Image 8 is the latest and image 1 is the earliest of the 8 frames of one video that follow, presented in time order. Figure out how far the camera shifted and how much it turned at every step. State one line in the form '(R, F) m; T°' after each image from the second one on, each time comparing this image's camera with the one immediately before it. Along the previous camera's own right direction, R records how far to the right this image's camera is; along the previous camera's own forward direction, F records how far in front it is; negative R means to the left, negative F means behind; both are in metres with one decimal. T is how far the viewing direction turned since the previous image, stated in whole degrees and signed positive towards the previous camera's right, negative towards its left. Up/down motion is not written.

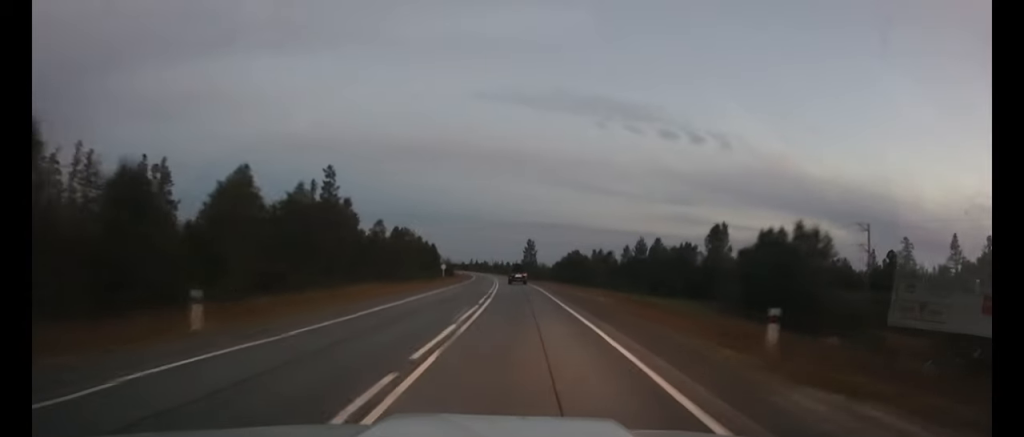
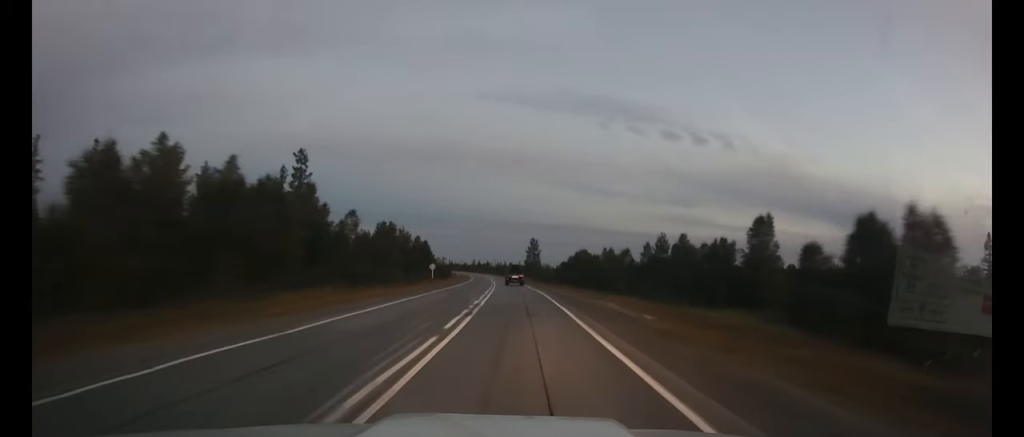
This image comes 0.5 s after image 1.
(0.0, +11.0) m; 0°
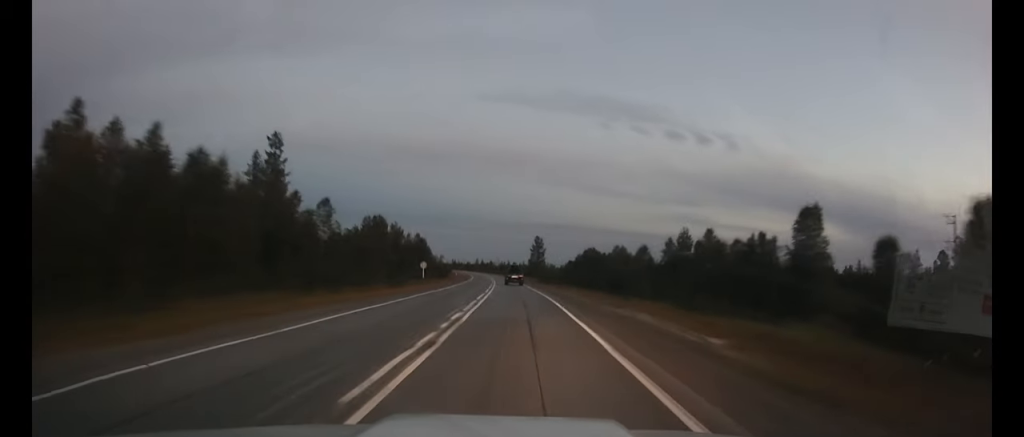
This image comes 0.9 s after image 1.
(0.0, +8.2) m; 0°
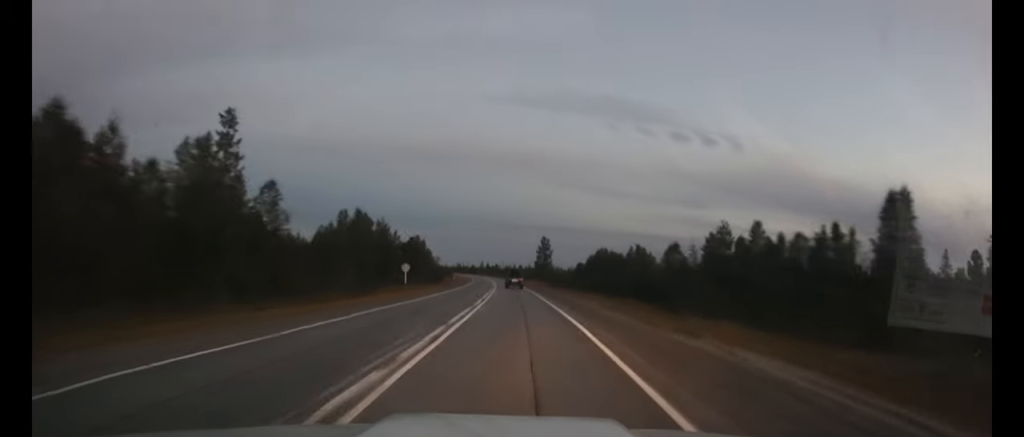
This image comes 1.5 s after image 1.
(0.0, +10.9) m; 0°
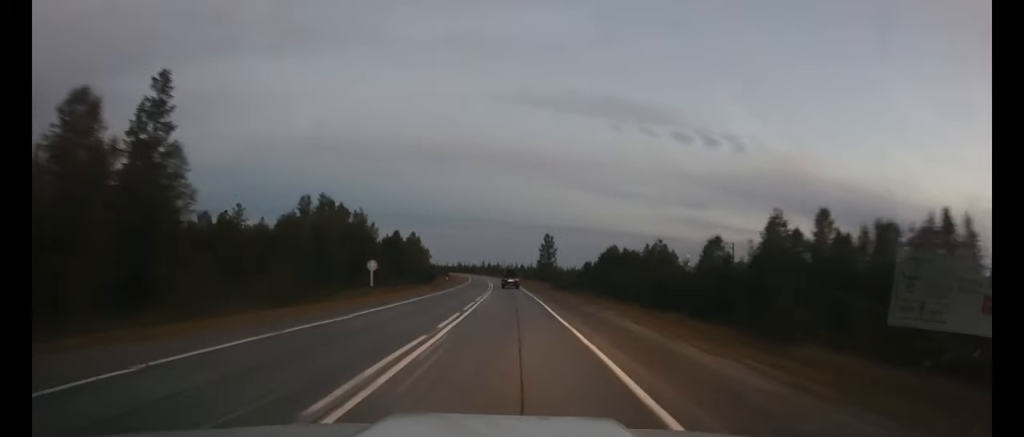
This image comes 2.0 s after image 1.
(0.0, +10.9) m; 0°
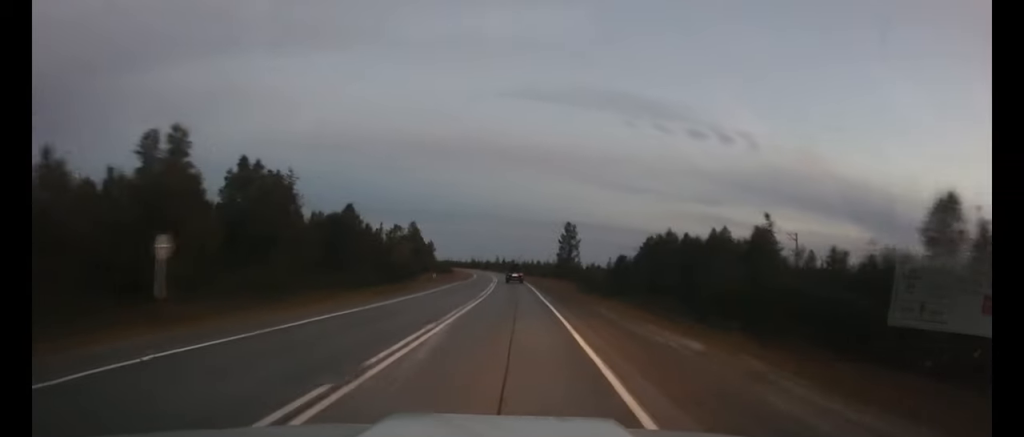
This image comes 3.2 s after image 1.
(-0.2, +23.7) m; -1°
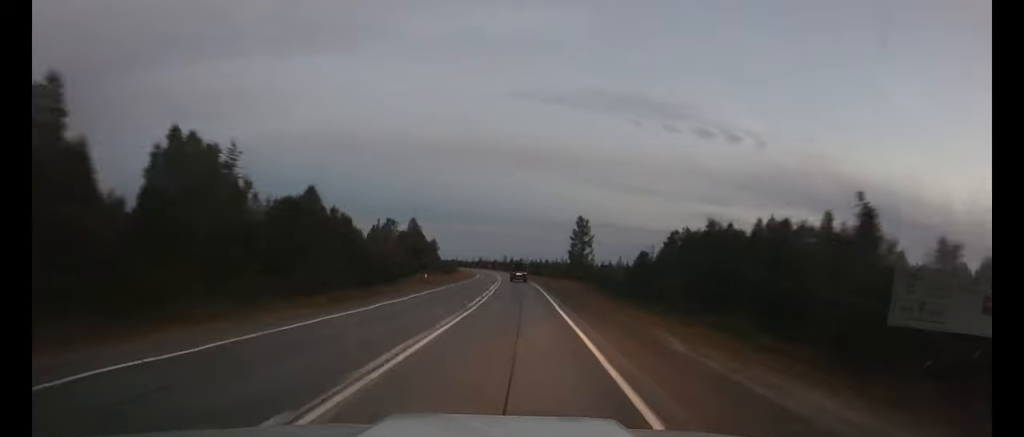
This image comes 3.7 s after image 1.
(0.0, +10.1) m; -1°
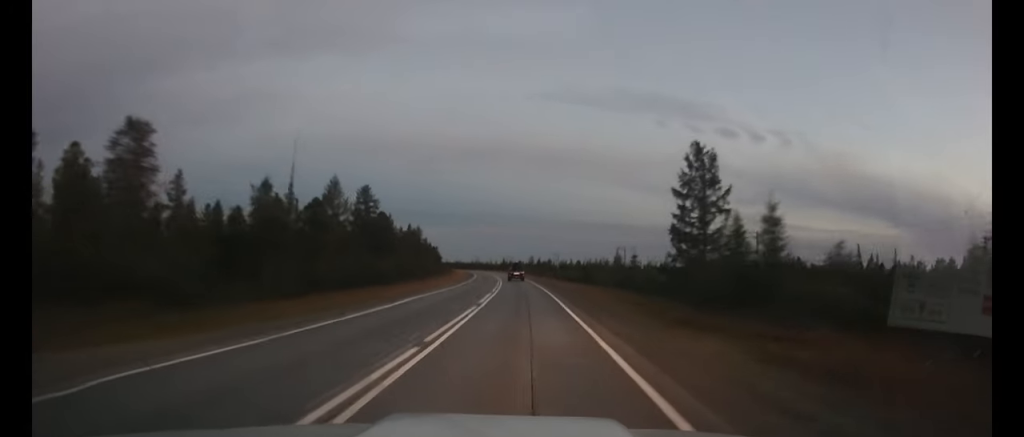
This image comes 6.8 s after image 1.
(-1.8, +63.3) m; -3°
